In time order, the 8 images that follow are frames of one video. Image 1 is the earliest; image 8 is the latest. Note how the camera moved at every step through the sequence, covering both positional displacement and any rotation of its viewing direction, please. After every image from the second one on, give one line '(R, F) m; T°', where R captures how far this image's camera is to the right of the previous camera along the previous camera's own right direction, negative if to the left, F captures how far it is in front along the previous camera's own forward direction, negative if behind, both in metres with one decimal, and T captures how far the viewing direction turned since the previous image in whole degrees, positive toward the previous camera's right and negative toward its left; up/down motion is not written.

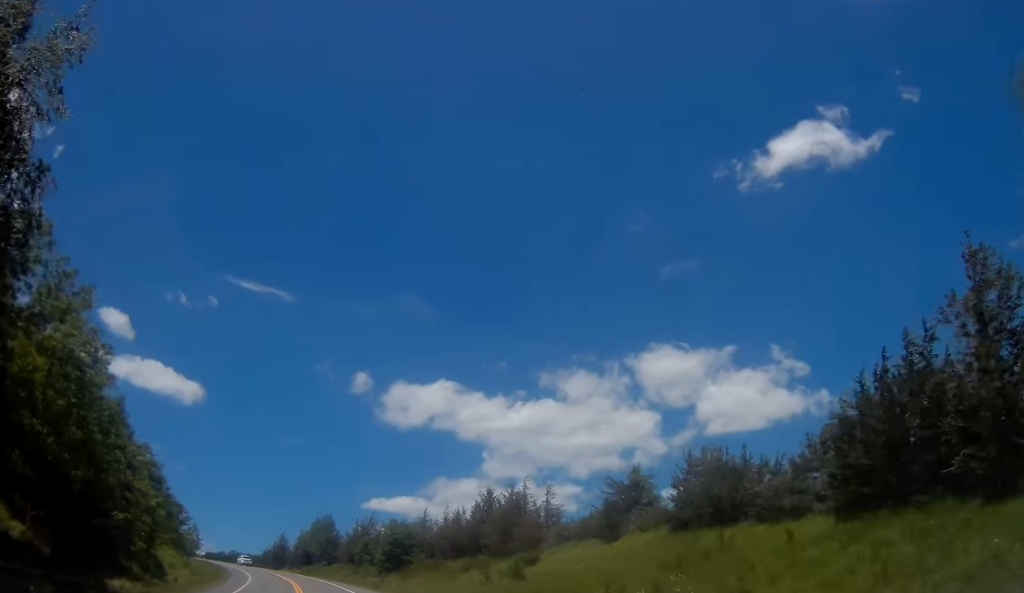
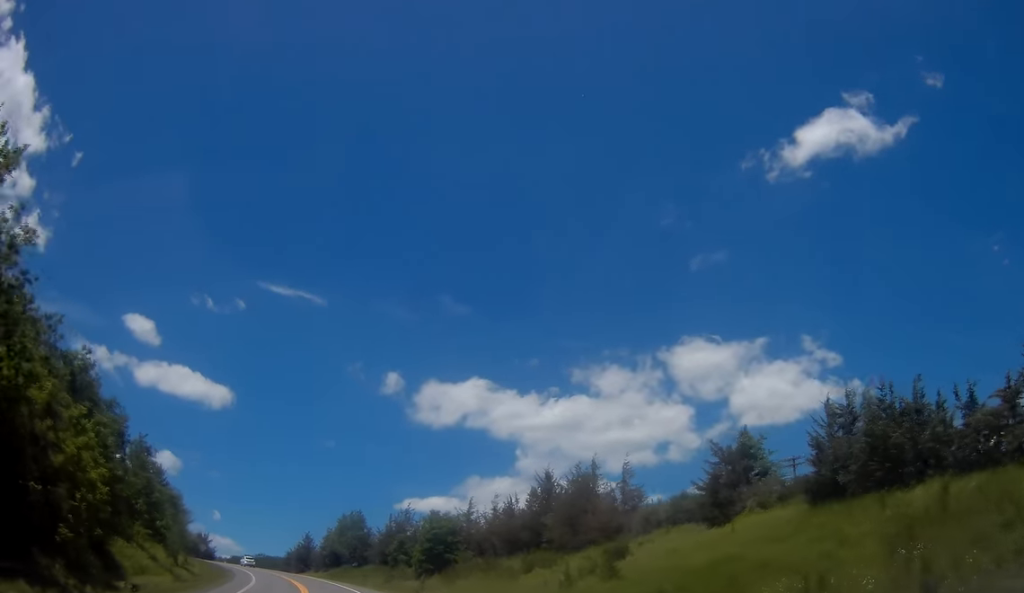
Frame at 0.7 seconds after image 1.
(-0.2, +12.2) m; -3°
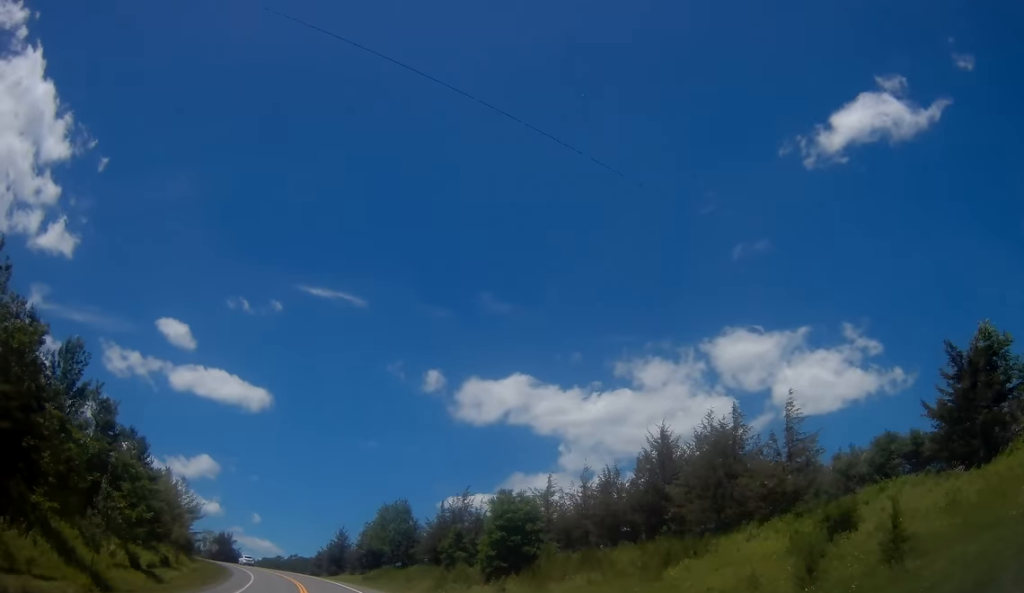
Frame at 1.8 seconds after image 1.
(-0.6, +17.9) m; -4°
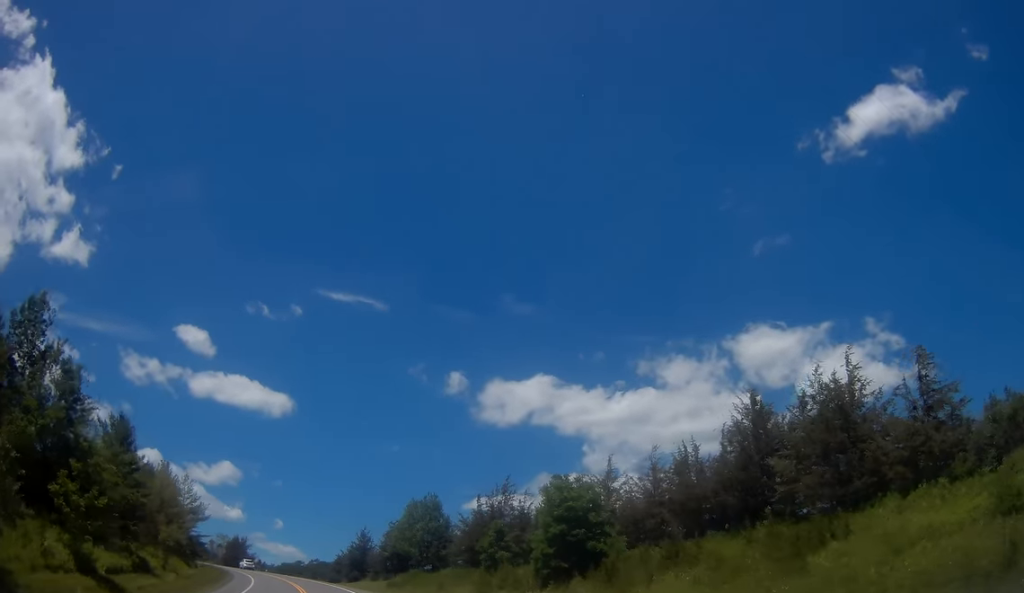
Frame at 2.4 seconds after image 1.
(-0.2, +9.5) m; -3°
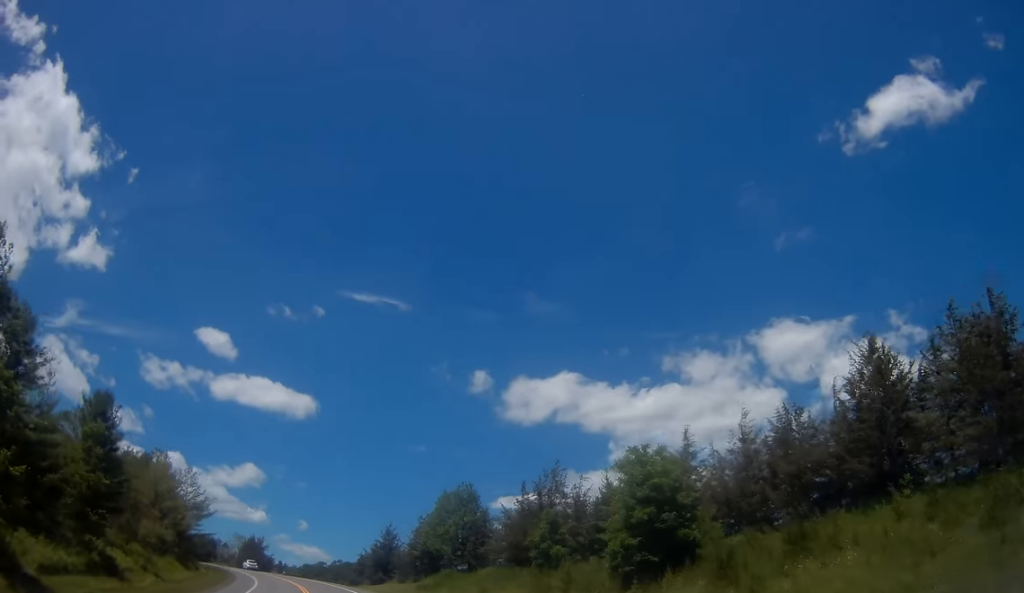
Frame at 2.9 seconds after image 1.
(-0.2, +9.0) m; -2°
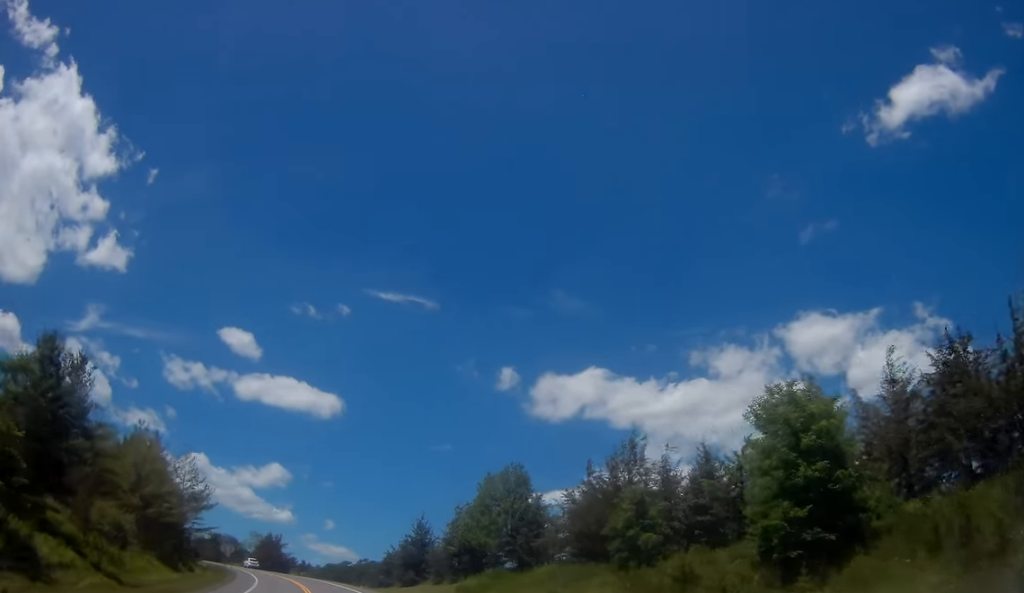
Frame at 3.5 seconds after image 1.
(-0.2, +10.8) m; -3°
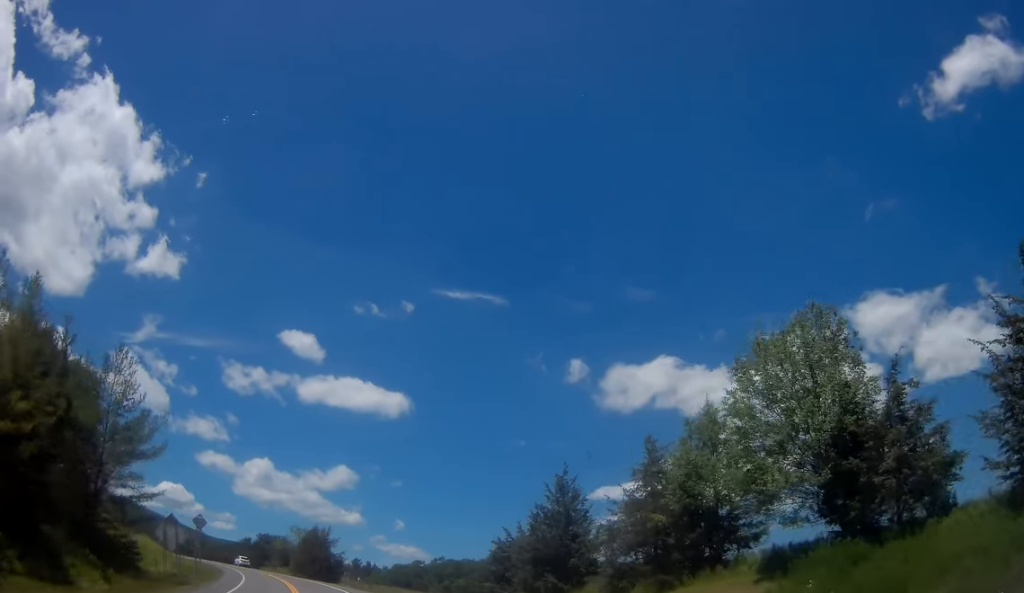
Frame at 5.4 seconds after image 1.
(-1.8, +32.2) m; -6°
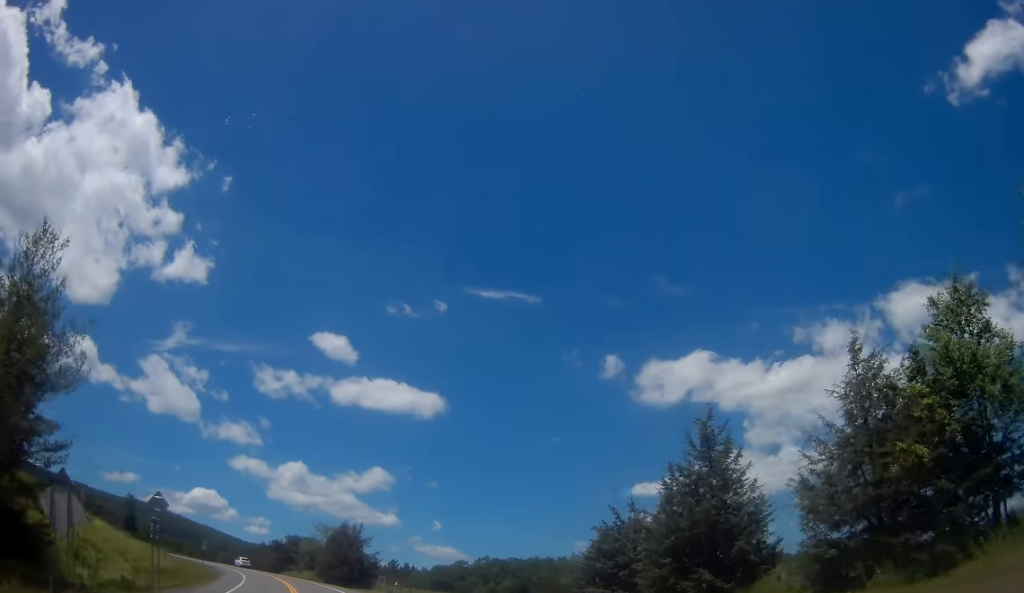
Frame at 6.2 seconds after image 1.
(-0.4, +13.6) m; -3°
